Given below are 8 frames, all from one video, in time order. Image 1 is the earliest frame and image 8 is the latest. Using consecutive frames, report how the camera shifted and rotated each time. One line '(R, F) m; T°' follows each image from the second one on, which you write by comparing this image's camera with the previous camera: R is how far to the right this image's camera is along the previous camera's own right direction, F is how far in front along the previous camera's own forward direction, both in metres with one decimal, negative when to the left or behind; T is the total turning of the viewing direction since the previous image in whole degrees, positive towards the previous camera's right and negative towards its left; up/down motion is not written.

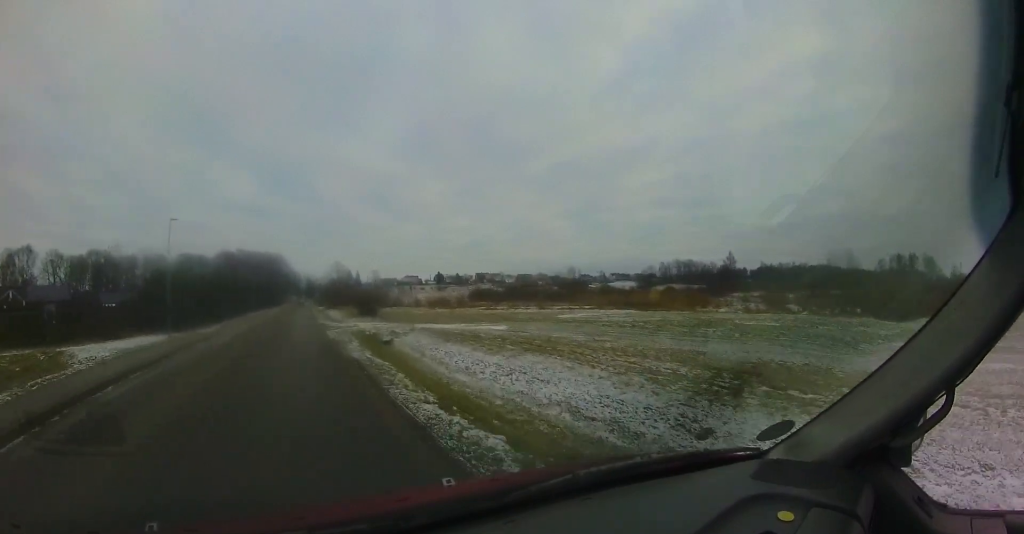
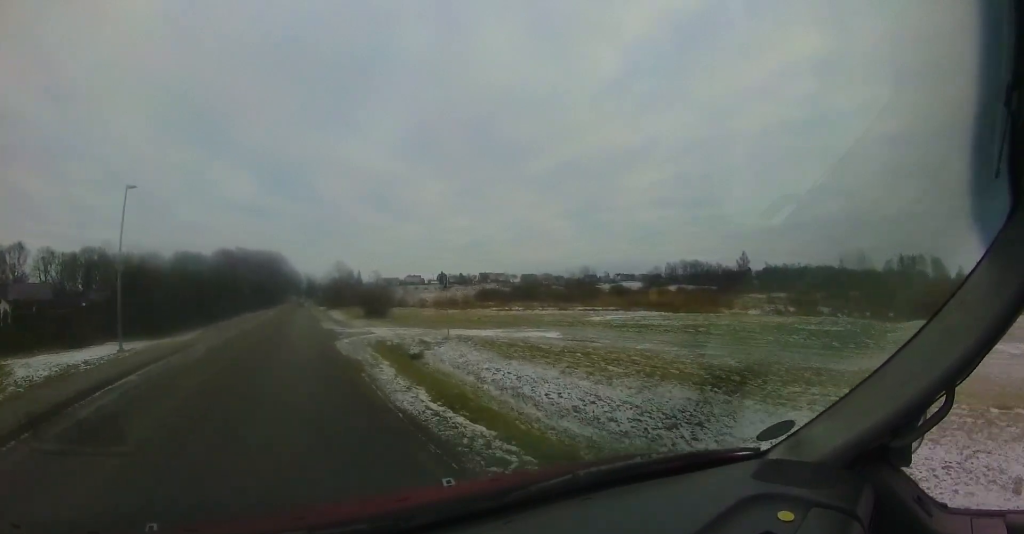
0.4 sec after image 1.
(0.0, +5.0) m; +2°
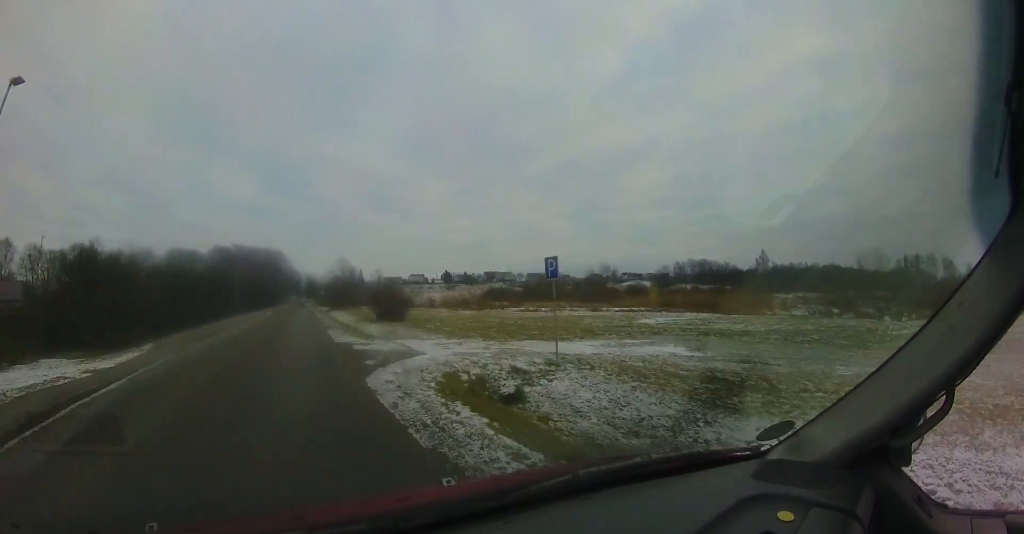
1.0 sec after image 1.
(+0.3, +7.2) m; 0°
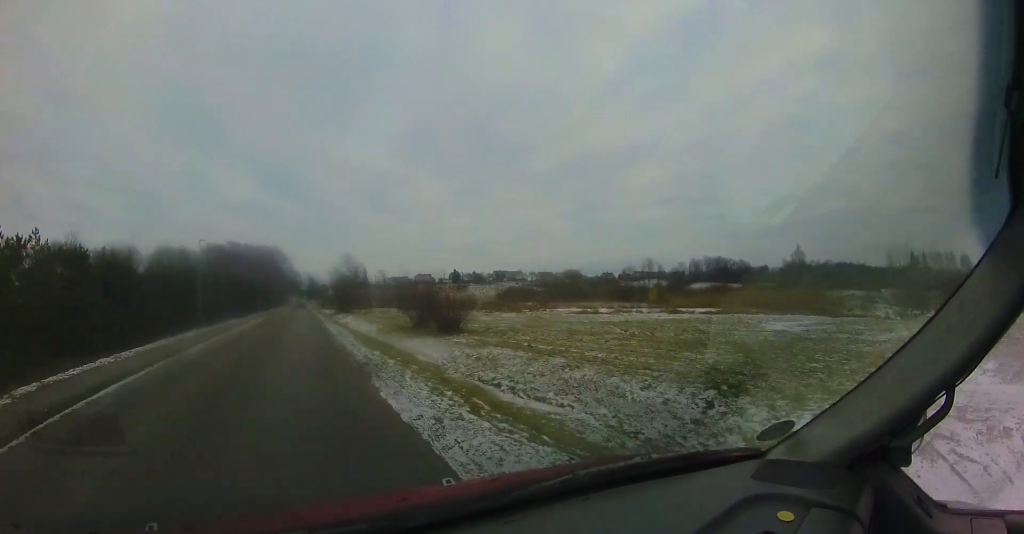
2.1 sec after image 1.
(-0.3, +12.7) m; -2°
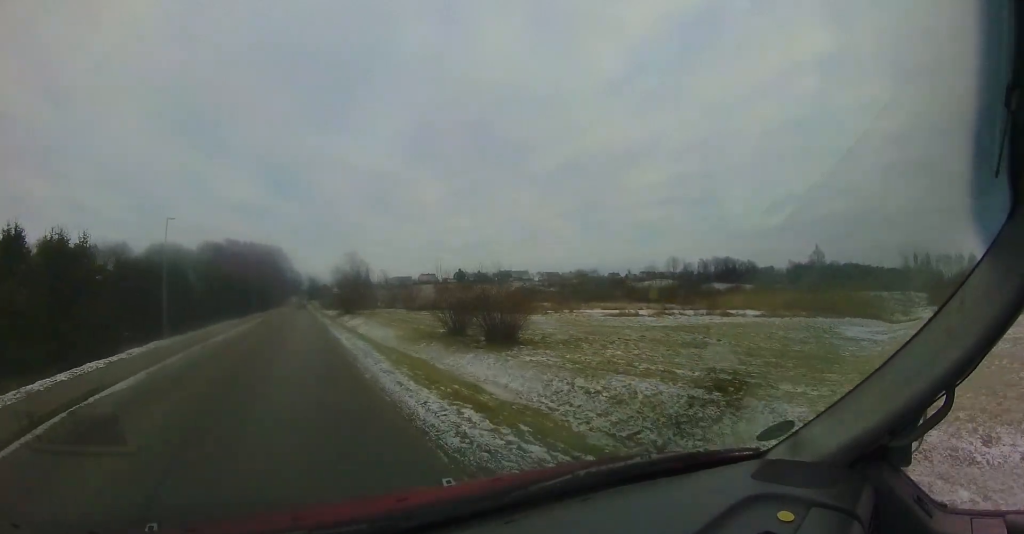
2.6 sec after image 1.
(-0.1, +6.3) m; 0°
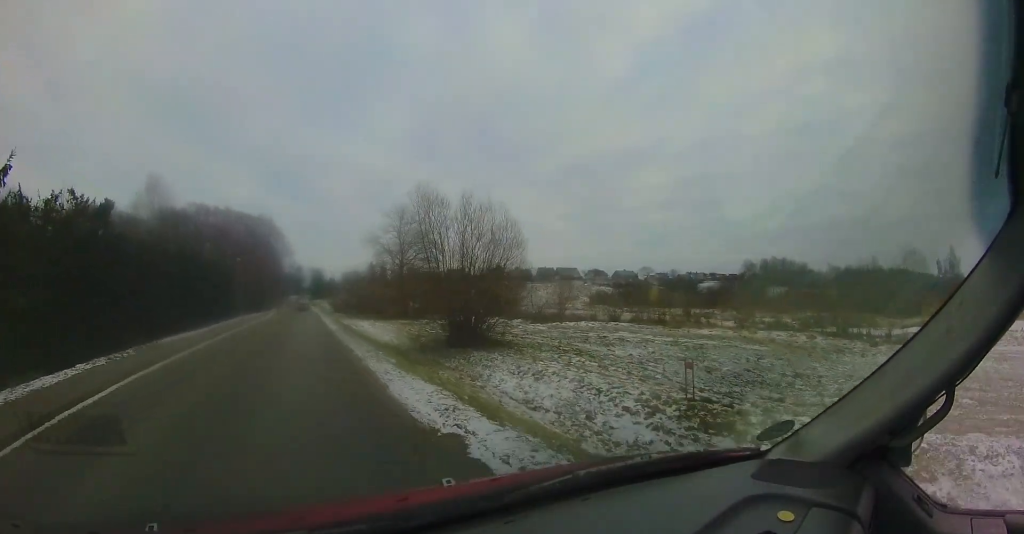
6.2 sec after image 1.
(+0.9, +45.3) m; 0°
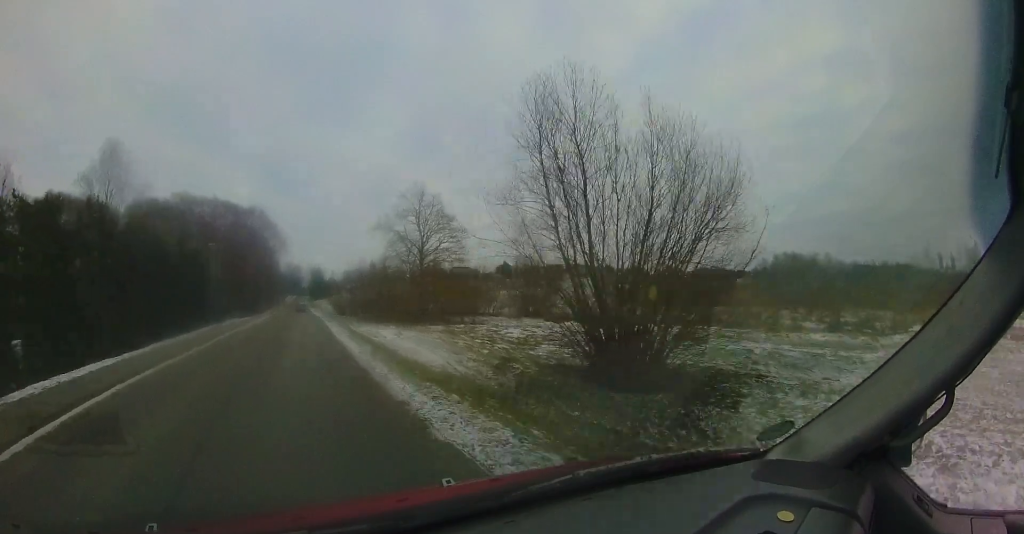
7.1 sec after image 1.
(0.0, +9.6) m; -2°
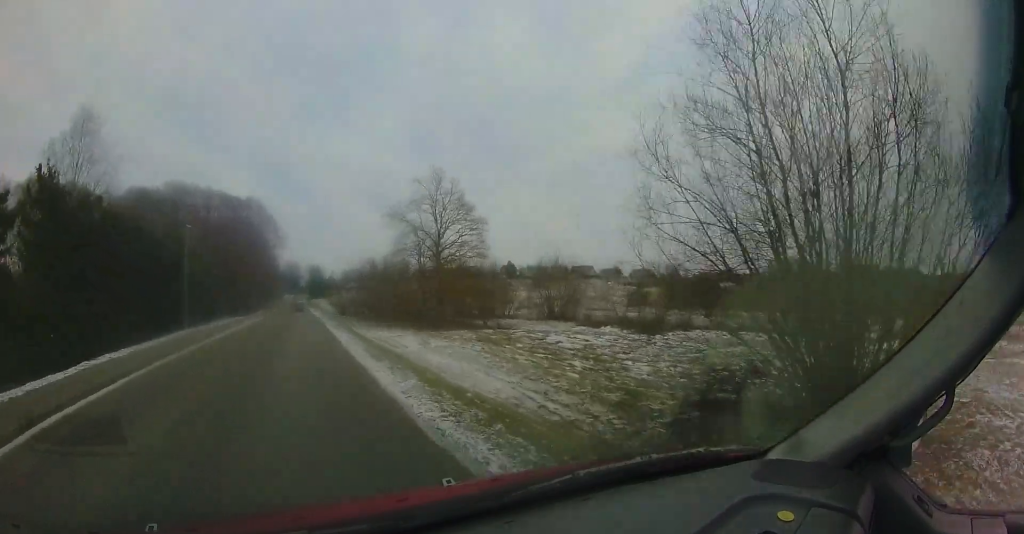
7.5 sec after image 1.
(0.0, +5.3) m; -1°
